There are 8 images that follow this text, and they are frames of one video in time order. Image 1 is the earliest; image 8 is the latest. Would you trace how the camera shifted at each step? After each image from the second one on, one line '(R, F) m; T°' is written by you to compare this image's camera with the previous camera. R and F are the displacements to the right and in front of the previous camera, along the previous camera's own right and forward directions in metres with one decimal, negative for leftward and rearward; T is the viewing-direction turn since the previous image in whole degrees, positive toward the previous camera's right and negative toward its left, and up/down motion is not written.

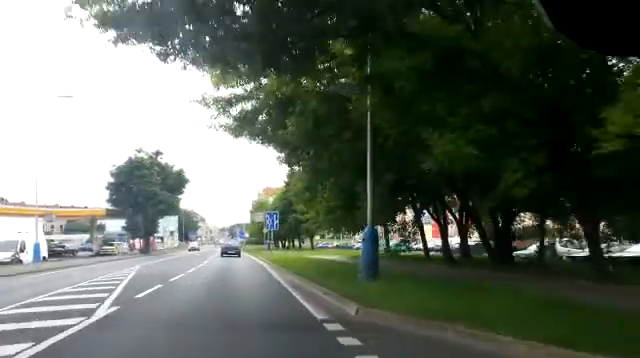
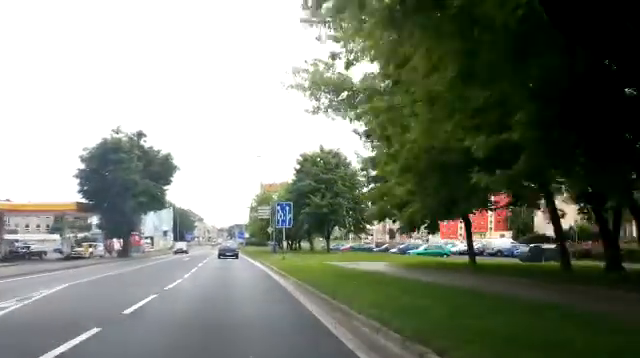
(+0.1, +11.0) m; +1°
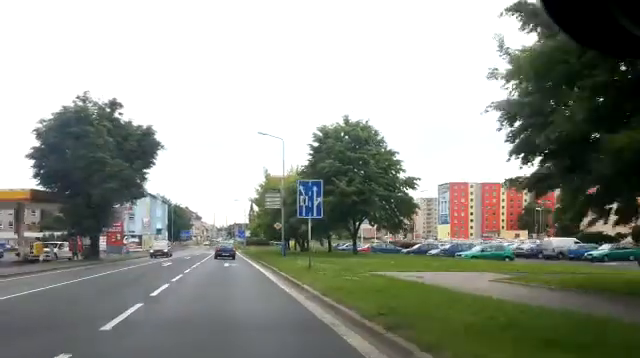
(0.0, +10.9) m; 0°
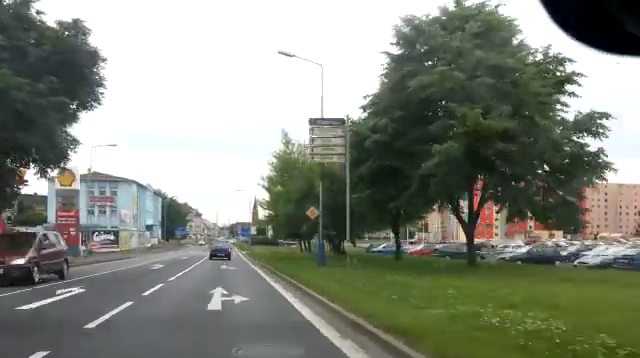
(-0.3, +18.4) m; -1°
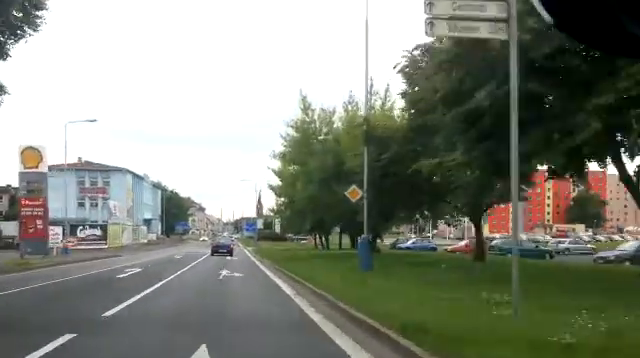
(+0.1, +8.5) m; 0°
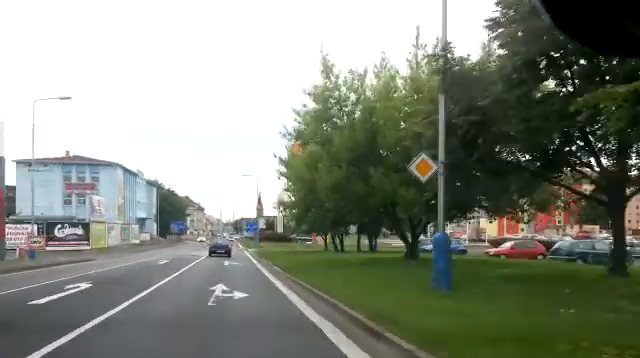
(0.0, +6.7) m; 0°
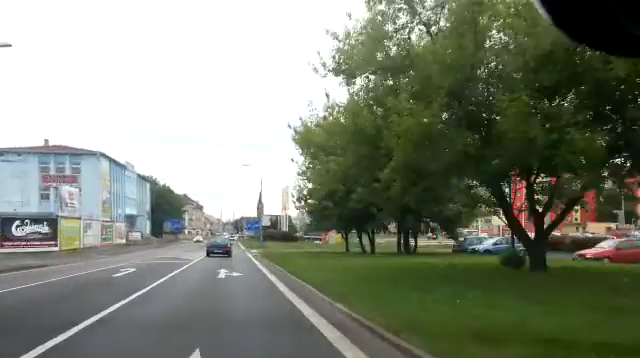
(0.0, +9.5) m; 0°
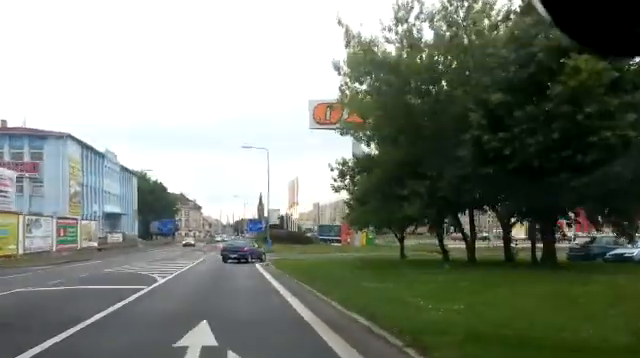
(0.0, +14.1) m; +1°
